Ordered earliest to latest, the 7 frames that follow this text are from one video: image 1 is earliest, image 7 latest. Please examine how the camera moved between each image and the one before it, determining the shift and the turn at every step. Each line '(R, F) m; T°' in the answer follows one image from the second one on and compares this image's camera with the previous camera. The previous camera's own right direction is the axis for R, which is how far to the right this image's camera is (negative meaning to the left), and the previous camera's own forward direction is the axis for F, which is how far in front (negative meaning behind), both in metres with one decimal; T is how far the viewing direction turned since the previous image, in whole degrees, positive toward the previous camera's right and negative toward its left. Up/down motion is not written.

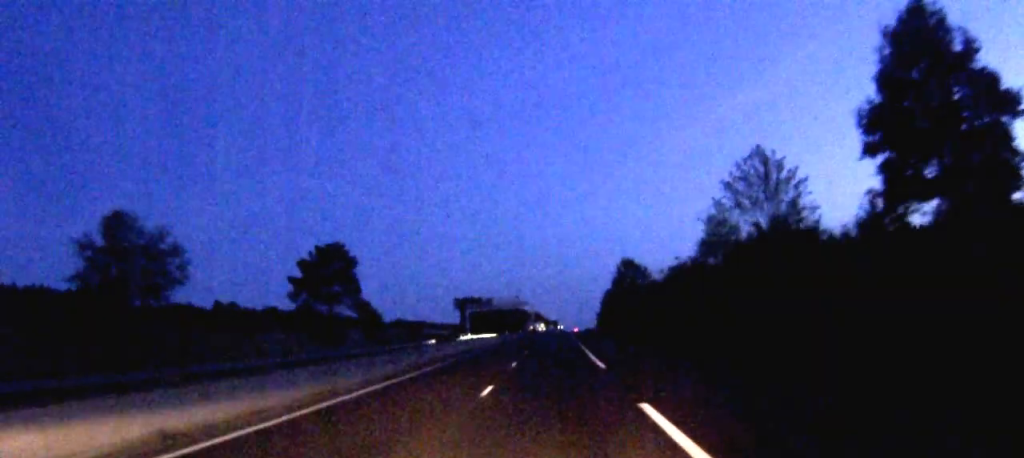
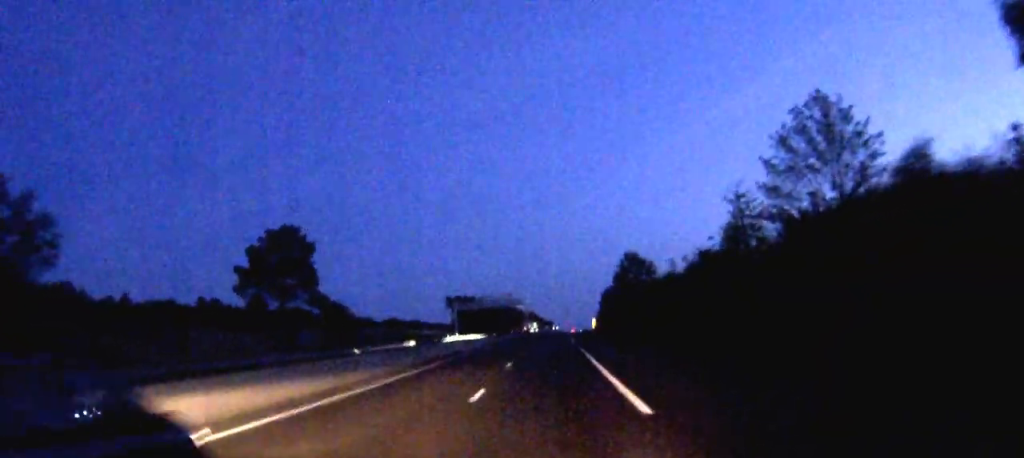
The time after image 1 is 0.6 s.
(0.0, +14.4) m; 0°
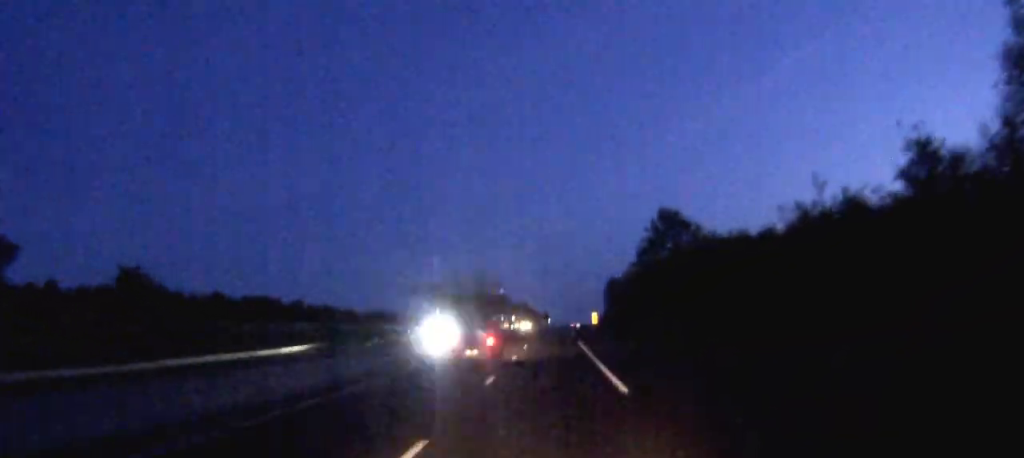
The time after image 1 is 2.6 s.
(0.0, +47.8) m; 0°
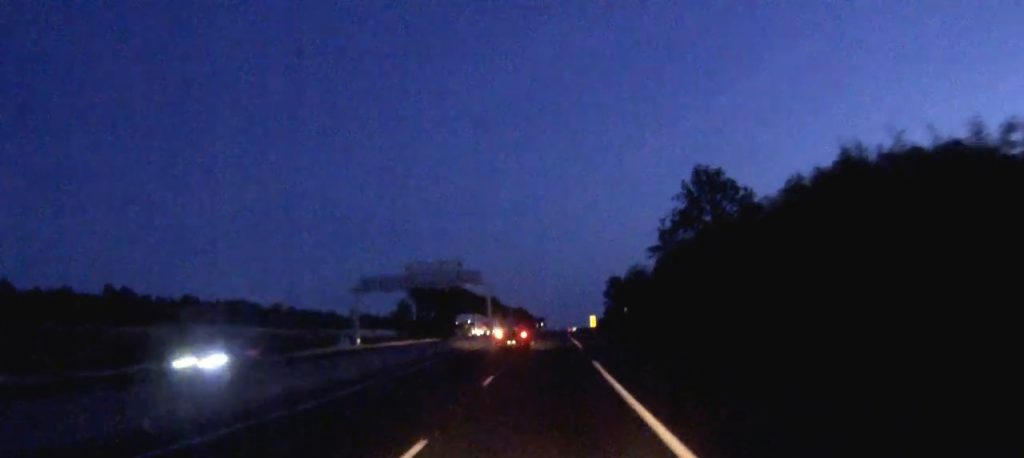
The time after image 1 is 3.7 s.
(+0.1, +25.5) m; 0°
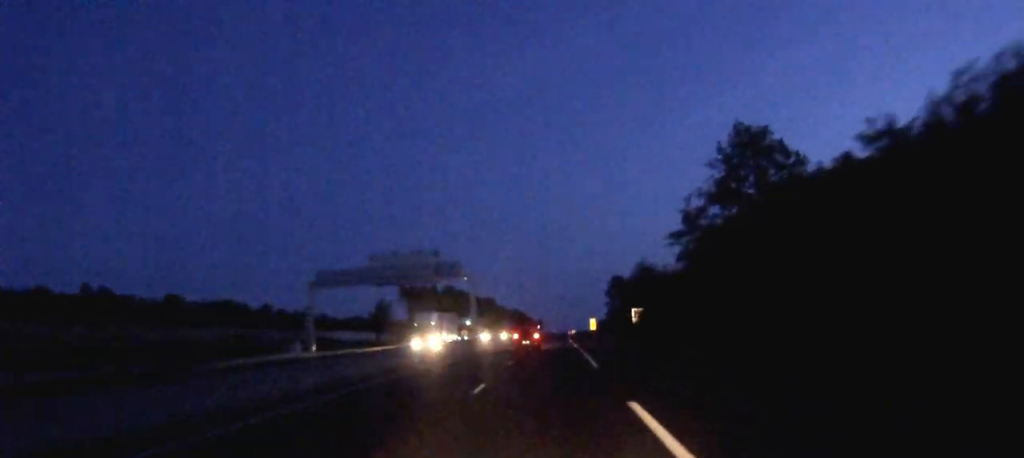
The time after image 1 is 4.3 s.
(0.0, +15.3) m; 0°
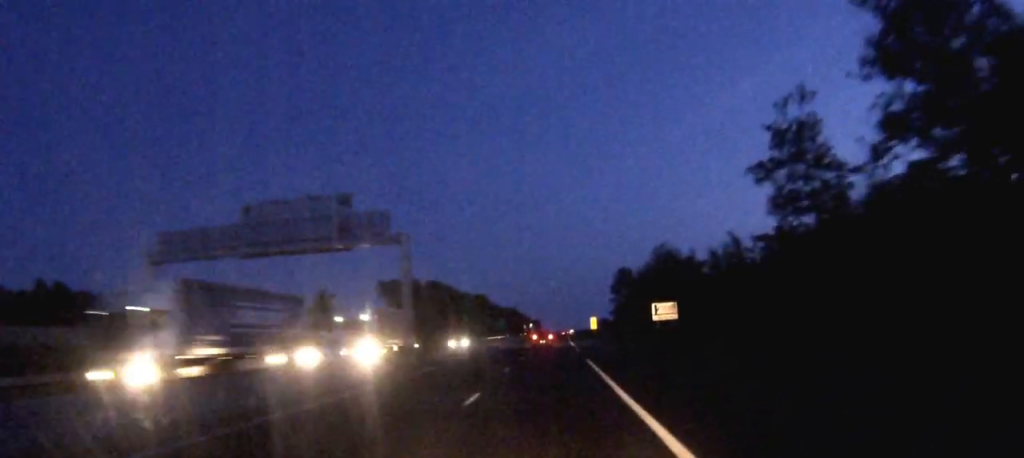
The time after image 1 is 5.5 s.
(+0.1, +28.5) m; 0°
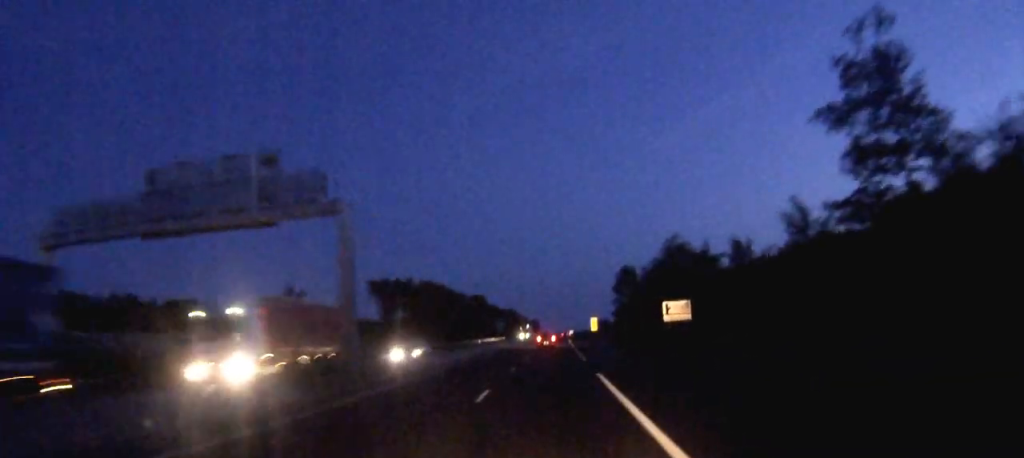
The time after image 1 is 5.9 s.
(0.0, +10.6) m; 0°
